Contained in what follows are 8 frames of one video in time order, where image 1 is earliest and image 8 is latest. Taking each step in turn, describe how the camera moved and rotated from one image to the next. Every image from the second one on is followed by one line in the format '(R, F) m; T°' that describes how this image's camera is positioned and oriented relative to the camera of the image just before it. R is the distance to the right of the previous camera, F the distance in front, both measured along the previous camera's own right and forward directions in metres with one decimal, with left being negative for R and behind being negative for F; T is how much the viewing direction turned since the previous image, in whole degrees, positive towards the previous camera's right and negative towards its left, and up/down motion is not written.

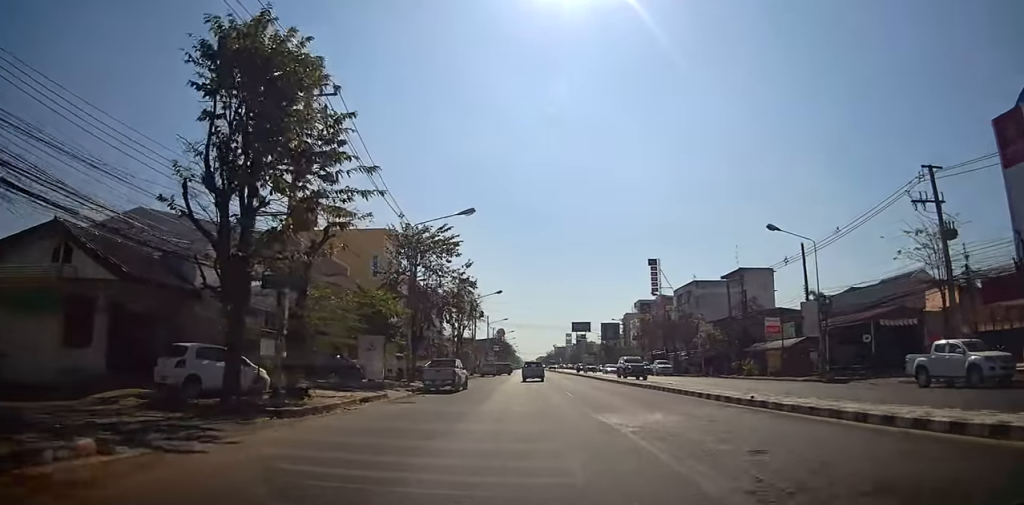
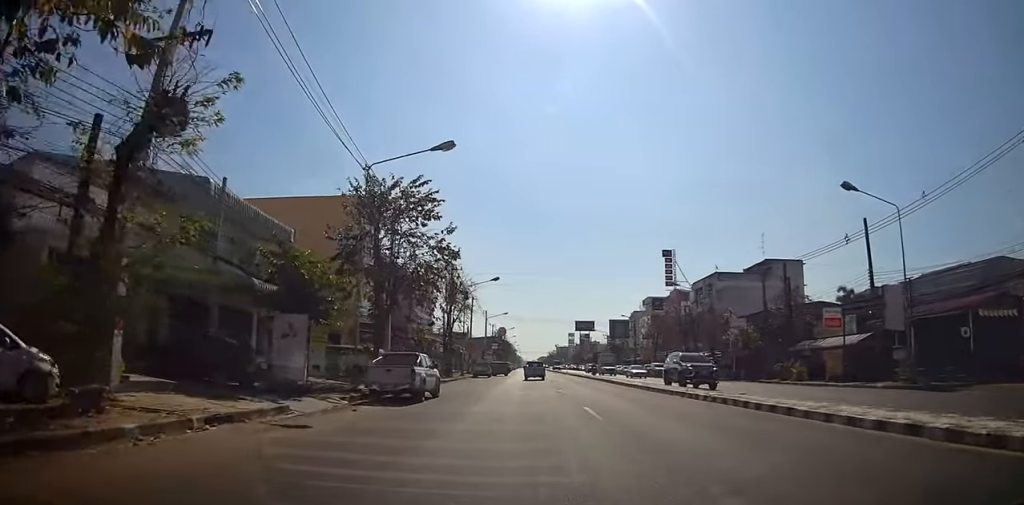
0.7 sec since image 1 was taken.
(0.0, +8.8) m; 0°
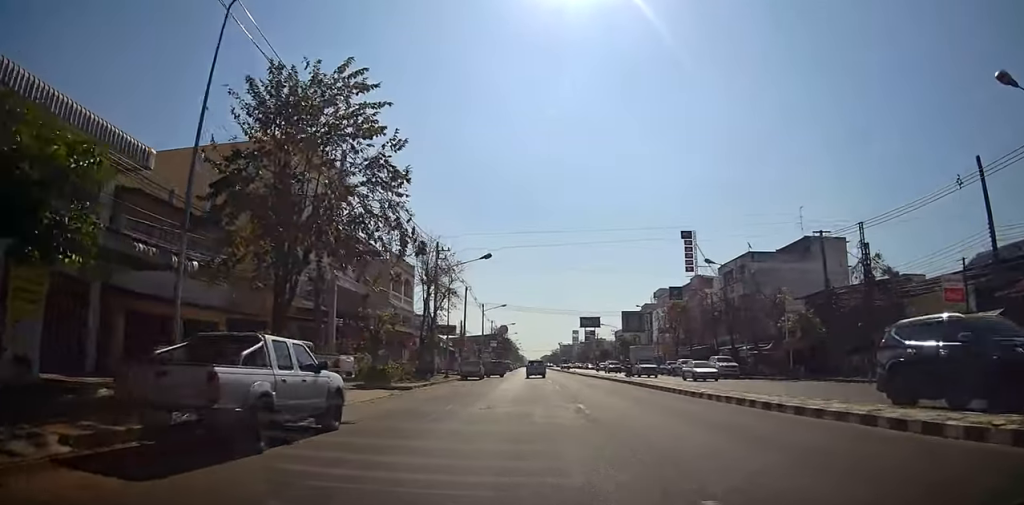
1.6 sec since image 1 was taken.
(+0.1, +11.1) m; 0°
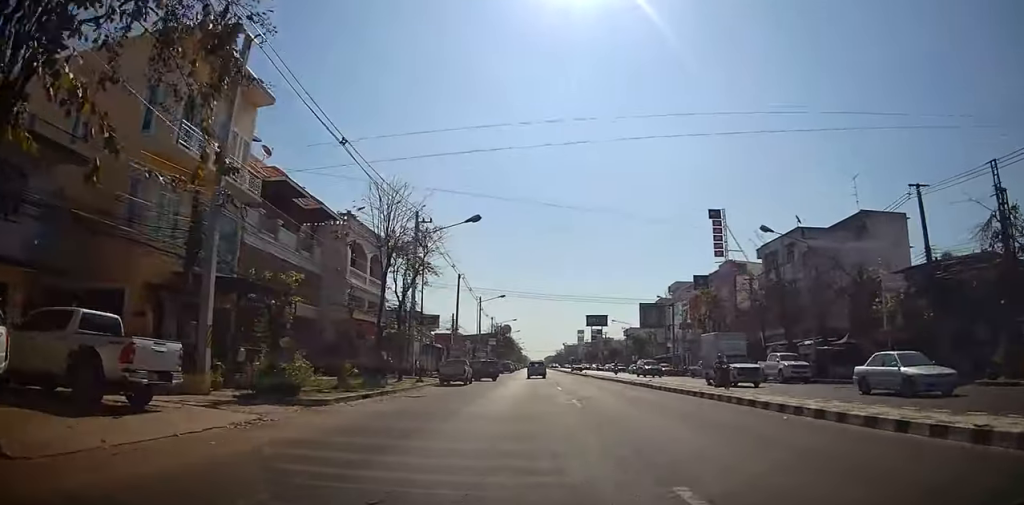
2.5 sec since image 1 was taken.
(0.0, +11.6) m; 0°
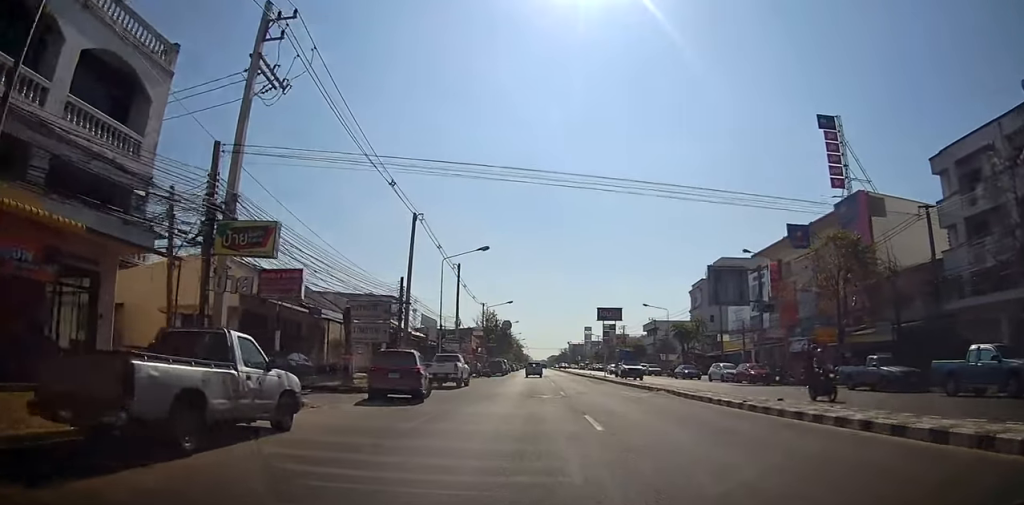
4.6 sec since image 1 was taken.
(-0.2, +30.7) m; -1°
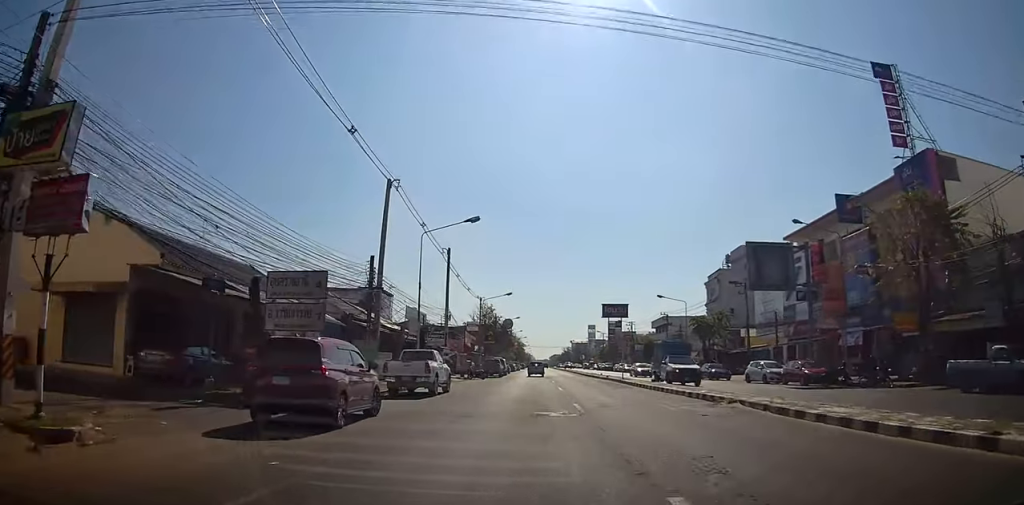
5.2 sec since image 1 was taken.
(-0.1, +9.4) m; -1°
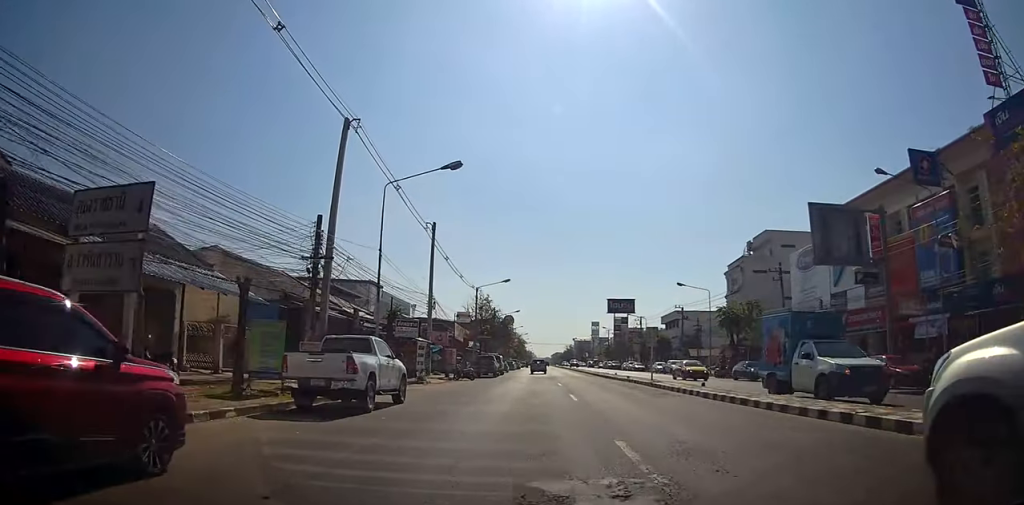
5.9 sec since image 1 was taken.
(0.0, +9.4) m; 0°
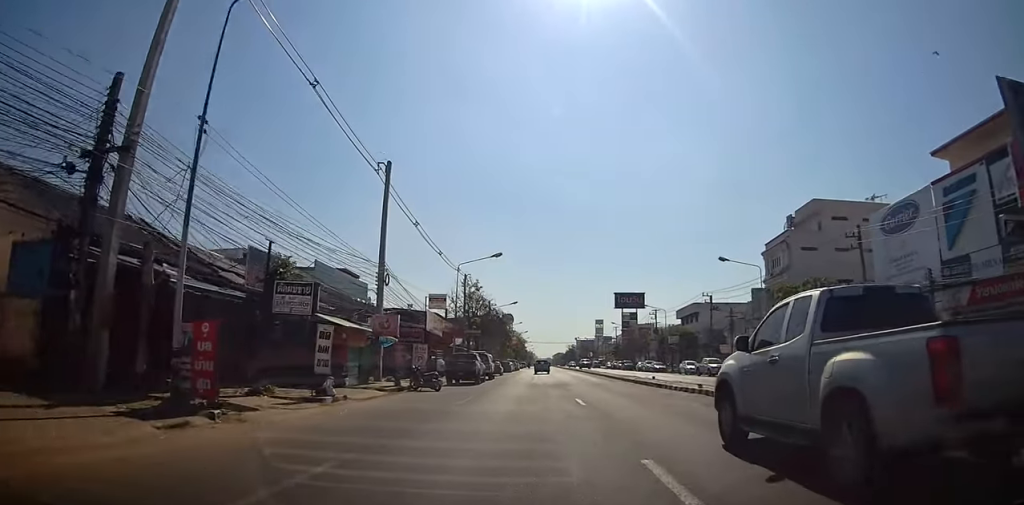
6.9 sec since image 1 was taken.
(0.0, +14.7) m; +1°
